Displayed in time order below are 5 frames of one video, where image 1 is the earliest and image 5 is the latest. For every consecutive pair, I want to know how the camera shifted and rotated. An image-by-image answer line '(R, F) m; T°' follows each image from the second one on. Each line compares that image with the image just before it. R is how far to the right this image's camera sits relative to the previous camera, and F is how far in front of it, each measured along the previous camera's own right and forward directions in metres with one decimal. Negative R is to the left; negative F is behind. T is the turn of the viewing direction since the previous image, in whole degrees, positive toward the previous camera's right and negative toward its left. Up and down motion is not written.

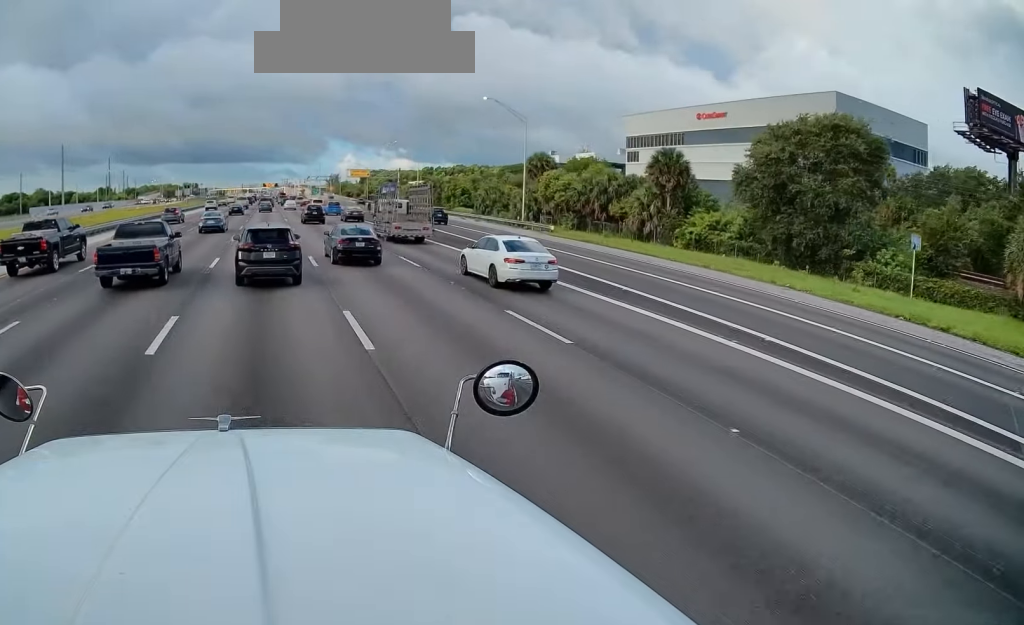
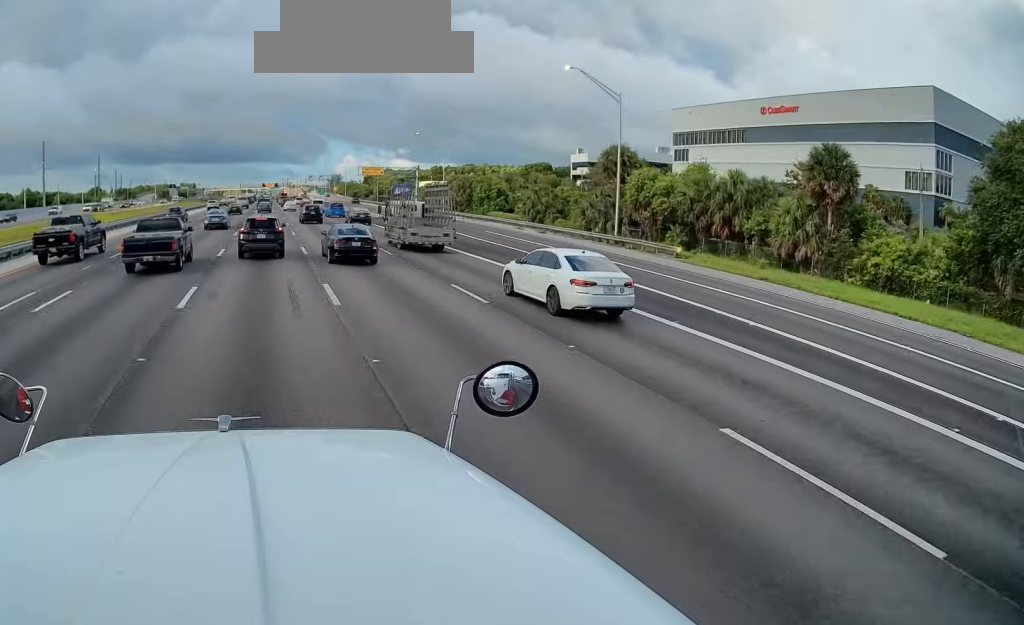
(+0.1, +19.0) m; -1°
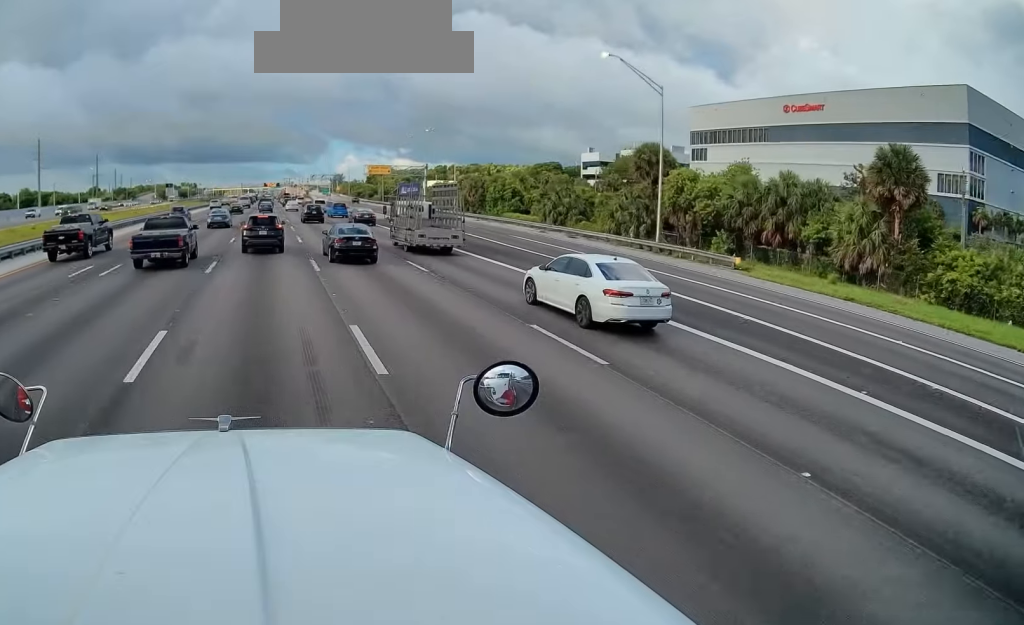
(0.0, +5.3) m; -1°
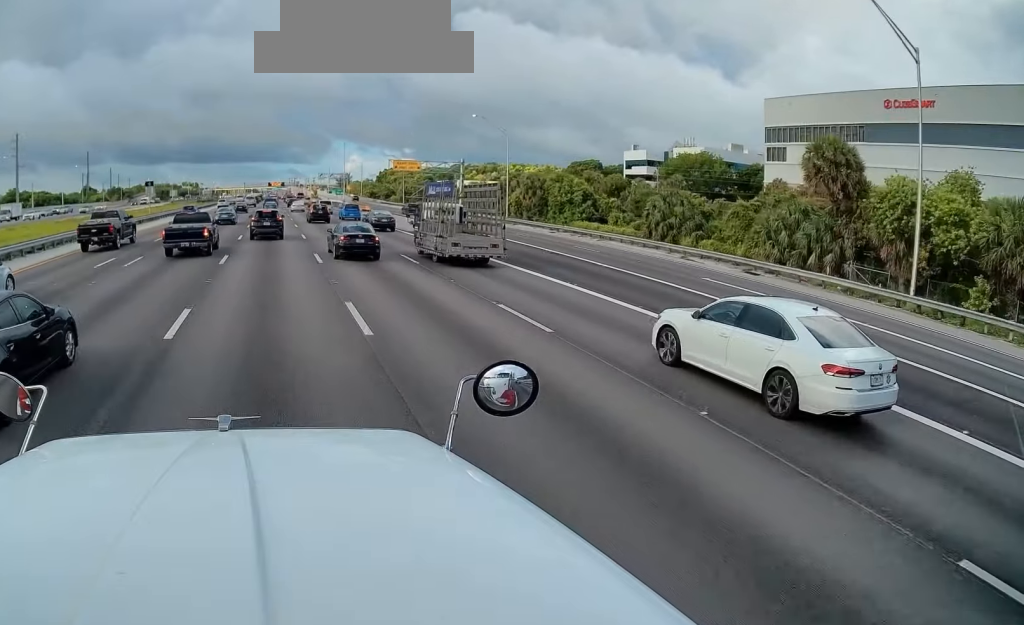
(-0.1, +18.6) m; 0°
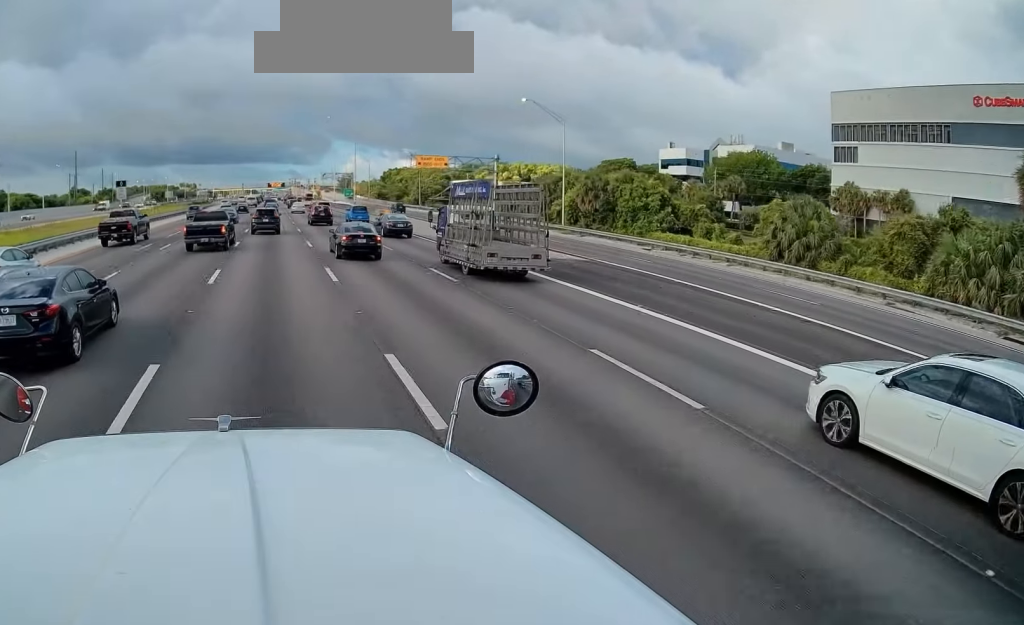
(0.0, +13.8) m; 0°
